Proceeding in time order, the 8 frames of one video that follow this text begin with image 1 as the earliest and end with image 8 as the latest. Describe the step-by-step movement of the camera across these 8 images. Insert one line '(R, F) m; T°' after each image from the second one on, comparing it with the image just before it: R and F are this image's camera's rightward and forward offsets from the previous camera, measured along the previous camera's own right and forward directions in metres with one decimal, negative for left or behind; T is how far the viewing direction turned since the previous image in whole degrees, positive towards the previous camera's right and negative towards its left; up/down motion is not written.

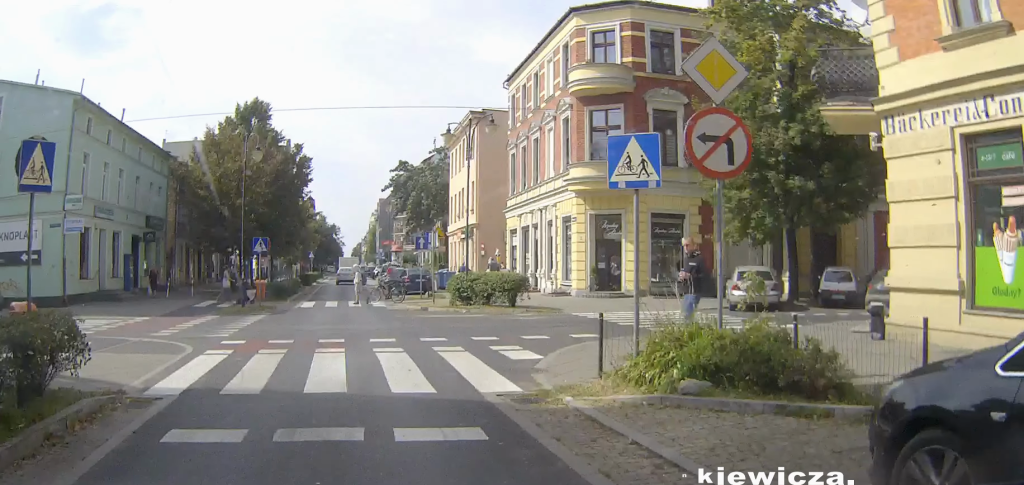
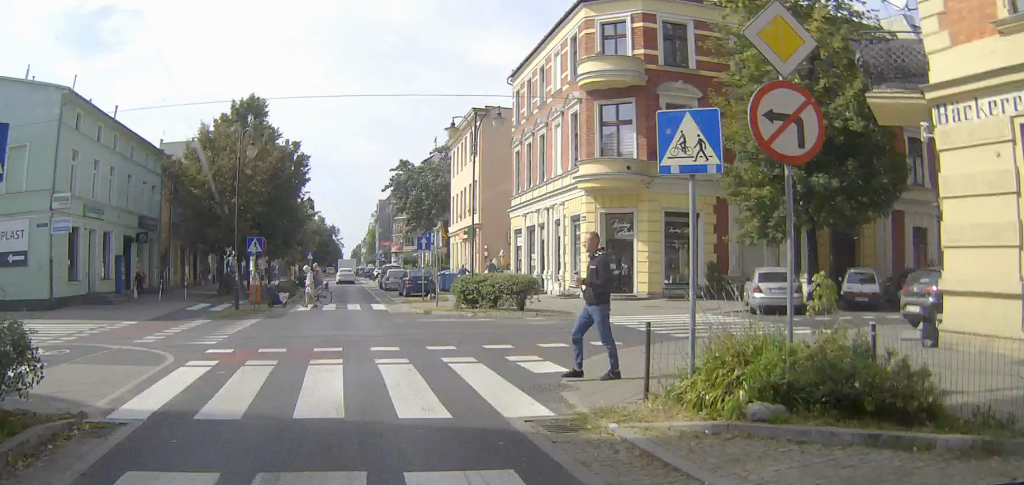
(0.0, +1.8) m; +1°
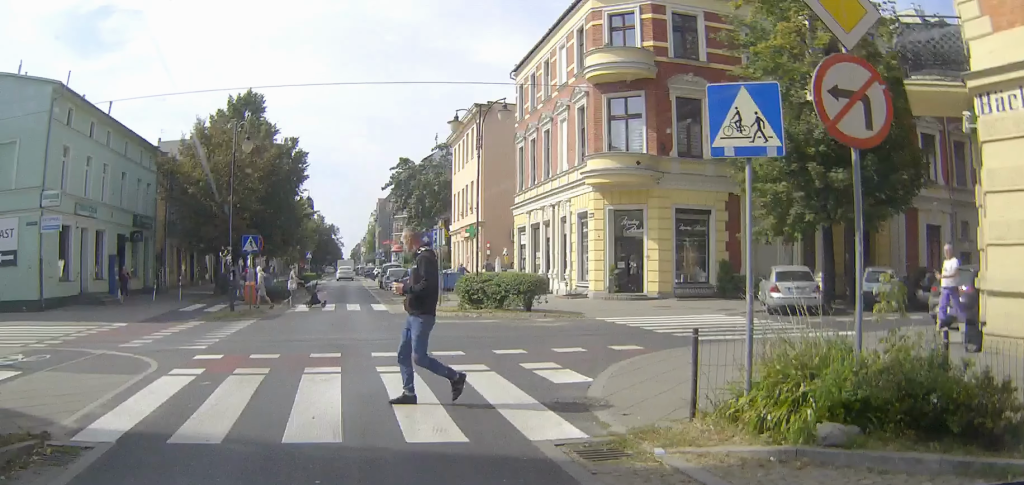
(0.0, +1.4) m; 0°
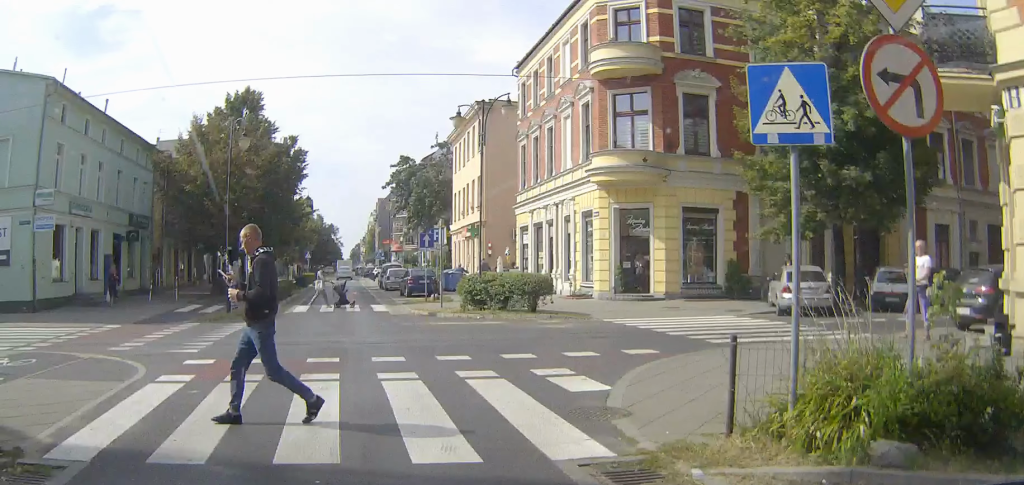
(+0.1, +1.1) m; +1°
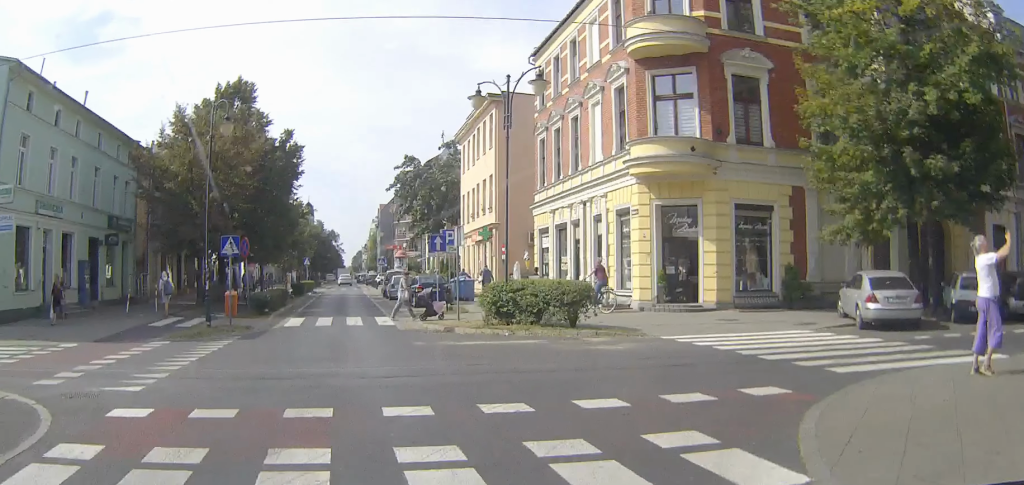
(0.0, +3.3) m; -3°
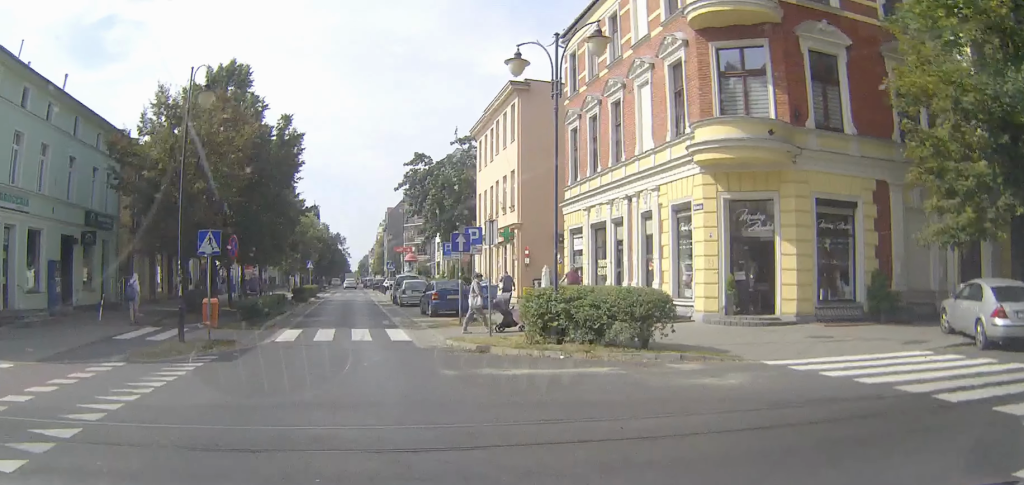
(-0.2, +3.8) m; -6°
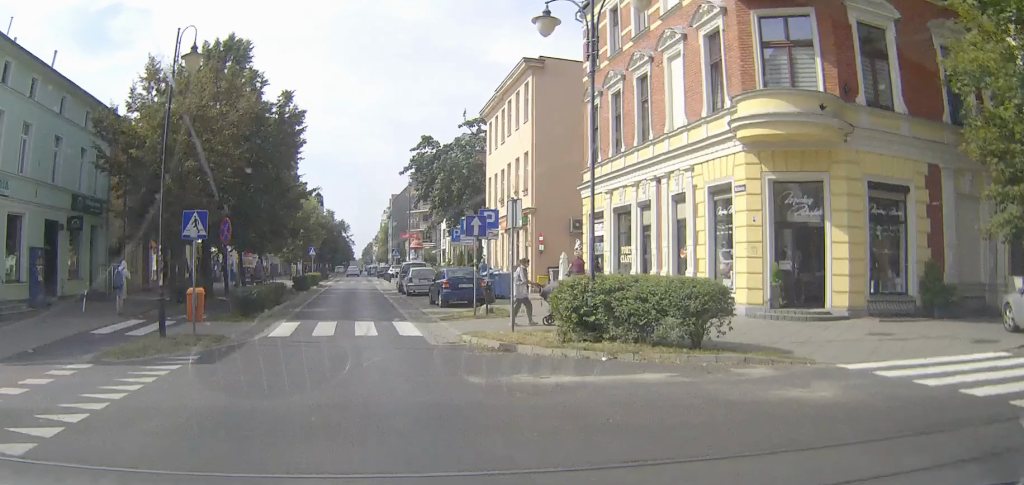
(-0.1, +2.5) m; -1°
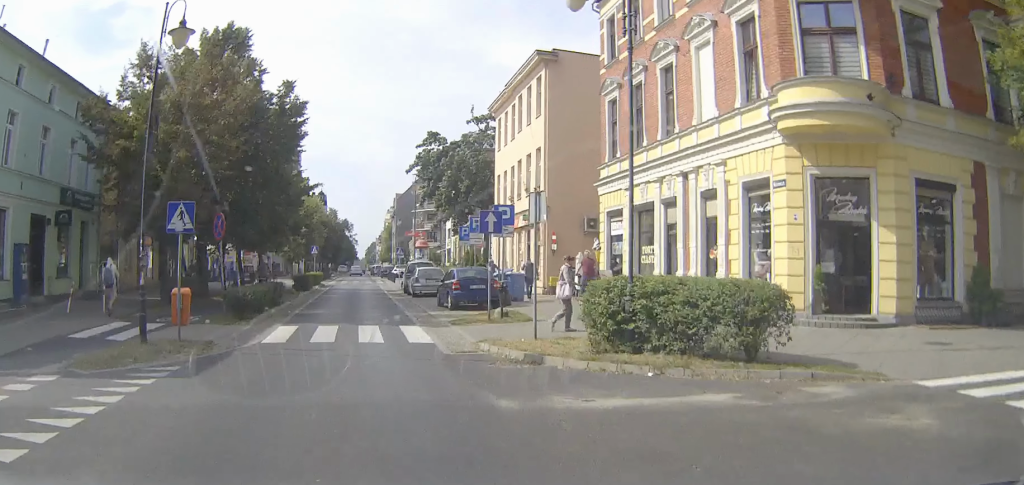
(0.0, +2.1) m; 0°
